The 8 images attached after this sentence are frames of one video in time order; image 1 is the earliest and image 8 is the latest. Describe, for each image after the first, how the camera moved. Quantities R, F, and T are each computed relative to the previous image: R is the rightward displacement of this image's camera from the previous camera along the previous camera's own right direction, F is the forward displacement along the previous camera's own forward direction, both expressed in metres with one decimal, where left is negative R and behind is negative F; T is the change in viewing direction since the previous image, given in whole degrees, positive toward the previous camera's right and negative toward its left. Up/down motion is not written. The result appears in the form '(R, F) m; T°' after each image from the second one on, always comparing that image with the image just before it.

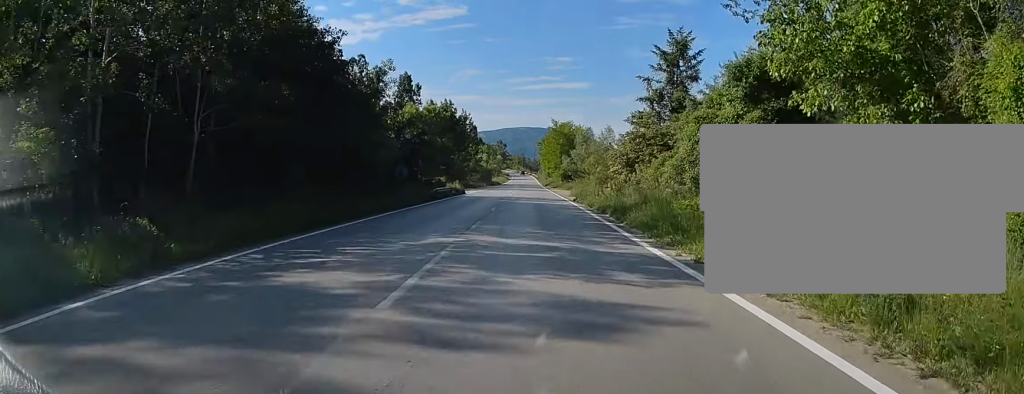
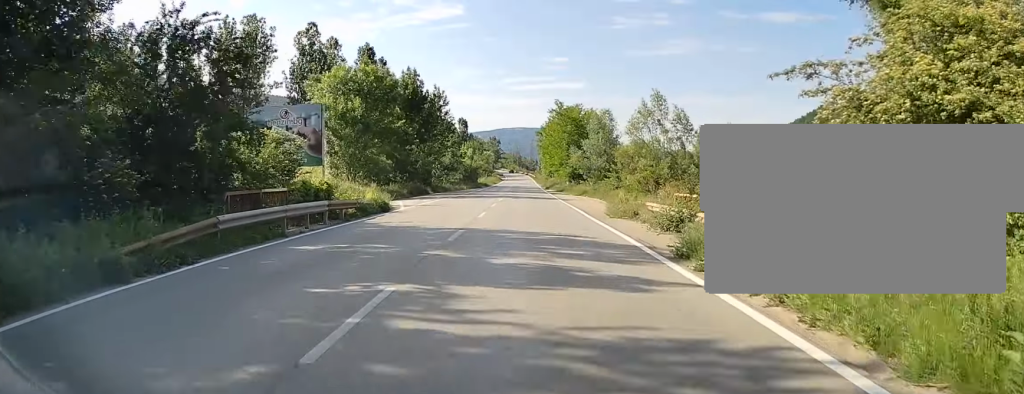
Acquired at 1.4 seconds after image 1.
(+0.1, +30.5) m; 0°
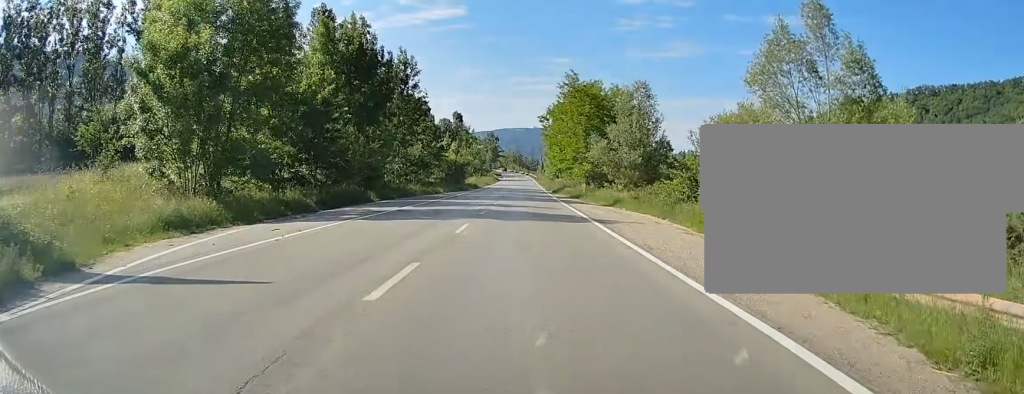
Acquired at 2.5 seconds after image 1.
(0.0, +24.8) m; 0°
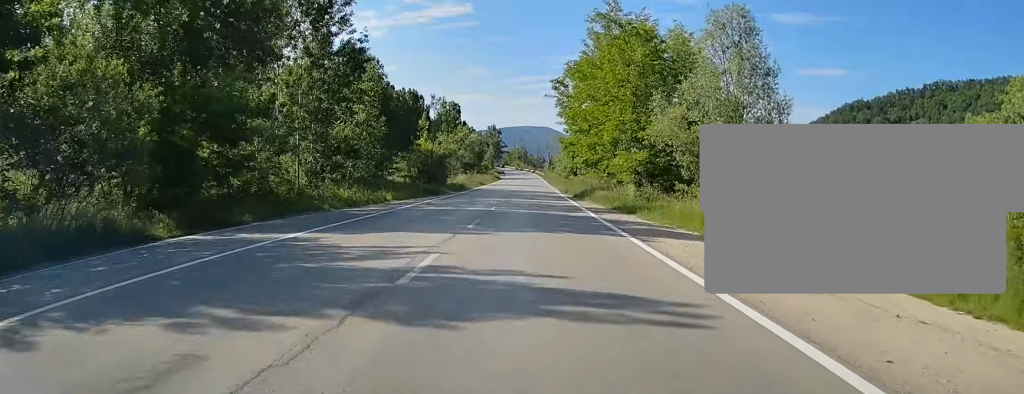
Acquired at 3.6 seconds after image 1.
(0.0, +25.8) m; 0°
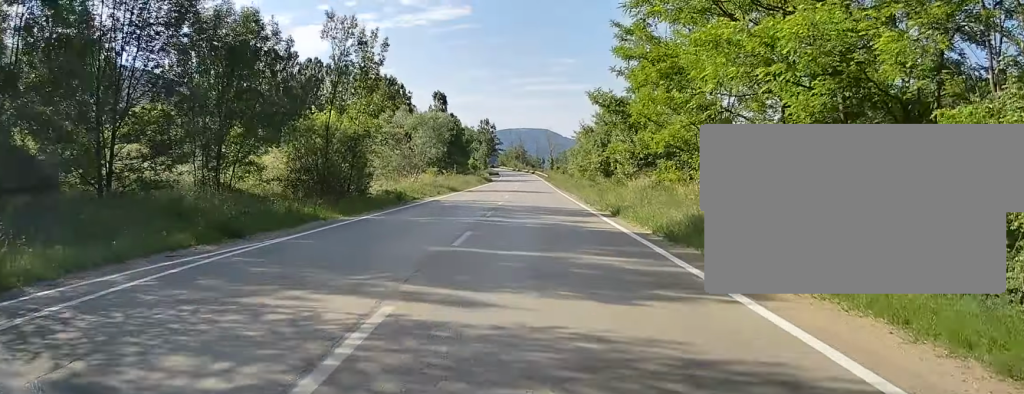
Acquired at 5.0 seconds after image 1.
(-0.1, +31.4) m; 0°
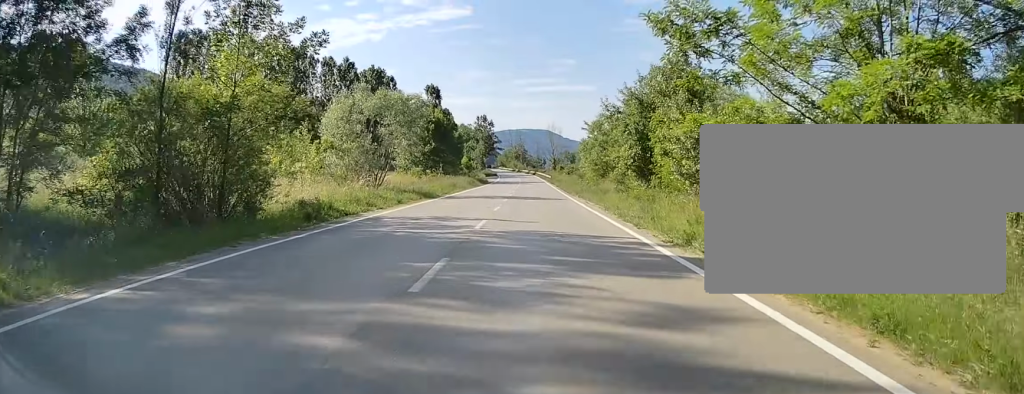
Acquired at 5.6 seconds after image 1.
(-0.1, +13.8) m; 0°
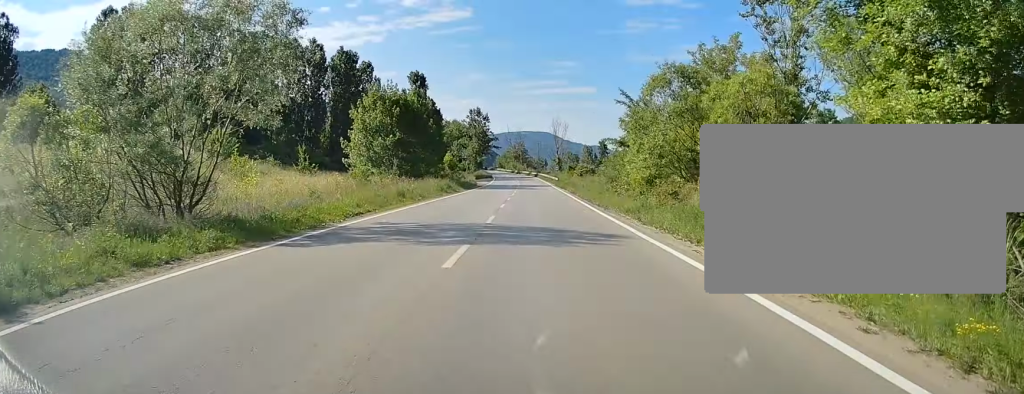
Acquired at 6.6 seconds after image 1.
(0.0, +24.6) m; 0°
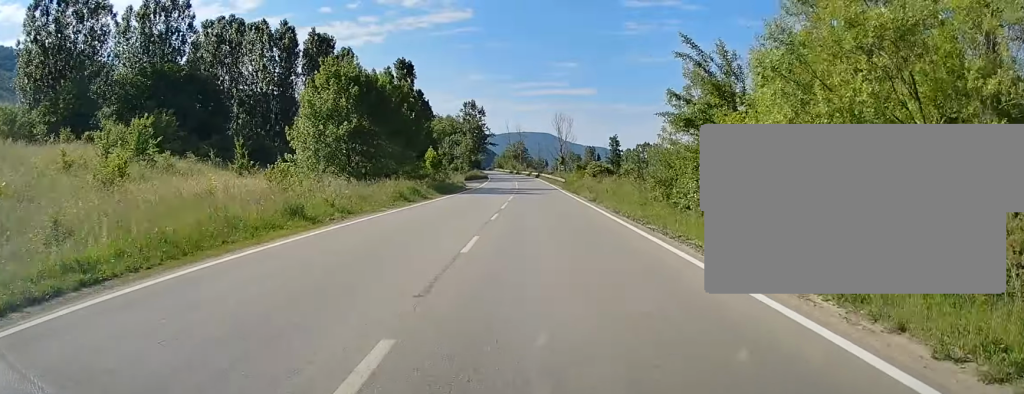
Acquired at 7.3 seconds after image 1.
(0.0, +16.2) m; 0°
